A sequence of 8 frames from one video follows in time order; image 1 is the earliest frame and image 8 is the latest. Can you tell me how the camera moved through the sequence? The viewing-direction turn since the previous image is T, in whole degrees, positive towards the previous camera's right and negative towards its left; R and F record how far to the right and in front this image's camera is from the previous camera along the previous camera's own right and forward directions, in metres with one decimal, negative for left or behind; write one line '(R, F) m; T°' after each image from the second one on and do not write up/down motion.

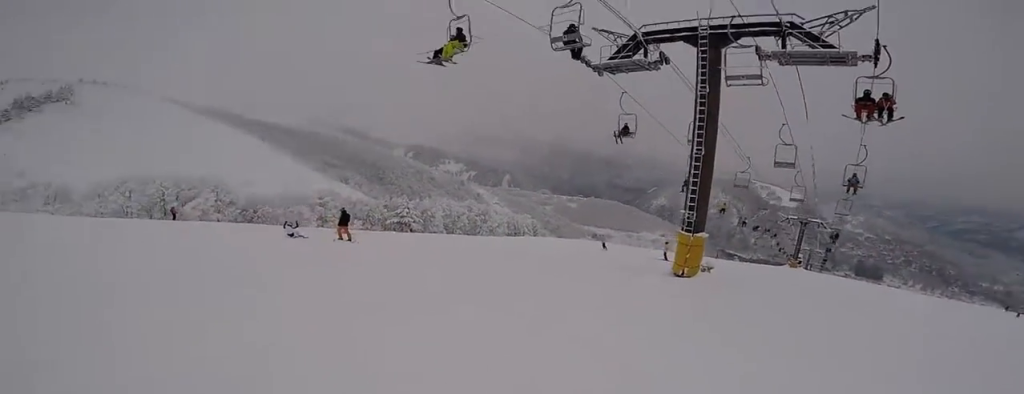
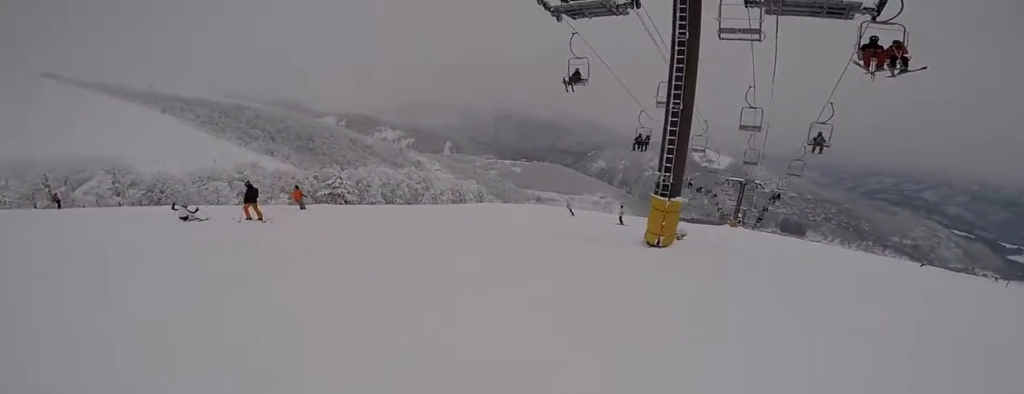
(0.0, +2.5) m; 0°
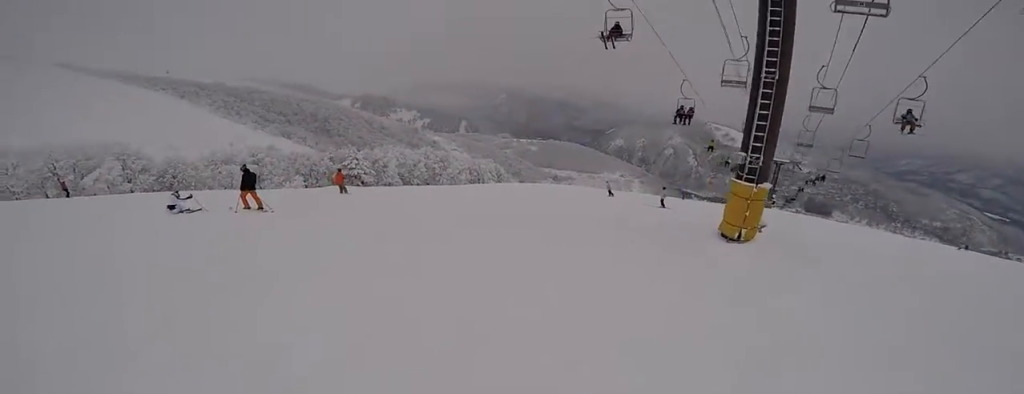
(0.0, +2.6) m; 0°
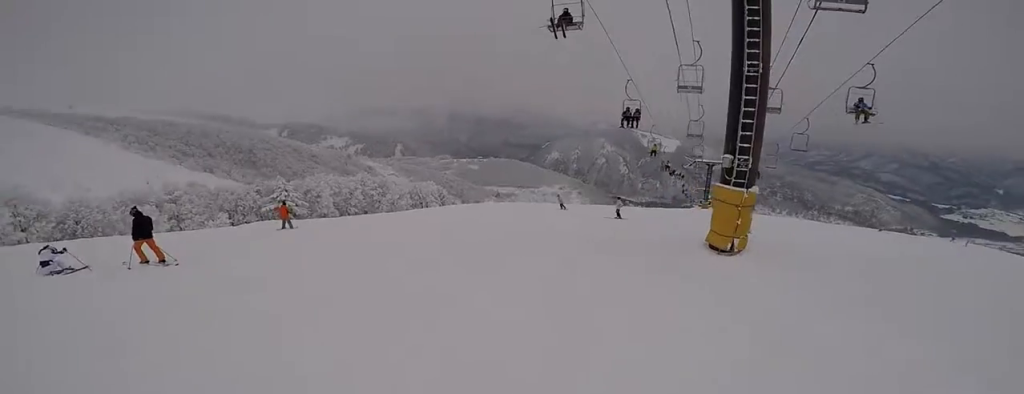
(0.0, +2.1) m; +7°
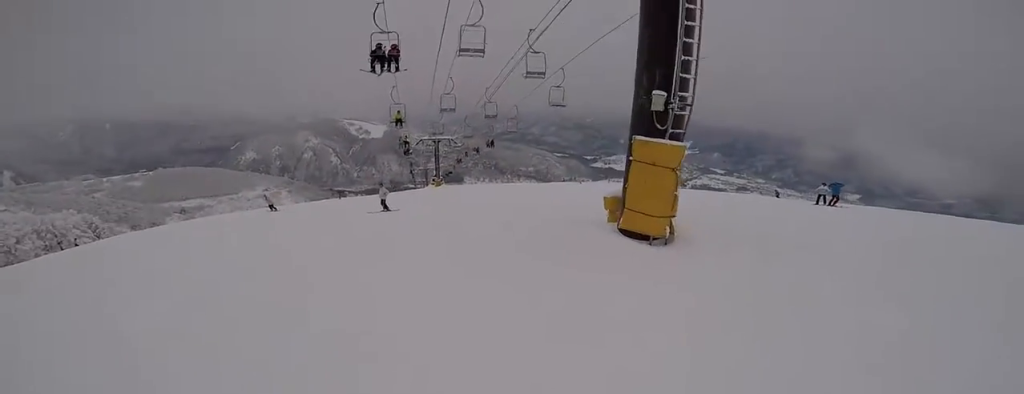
(+1.6, +5.6) m; +36°
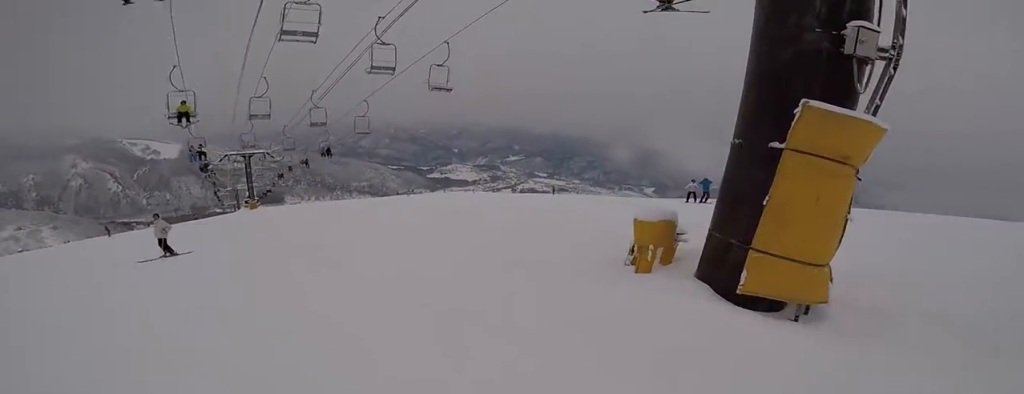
(+1.2, +4.8) m; +19°
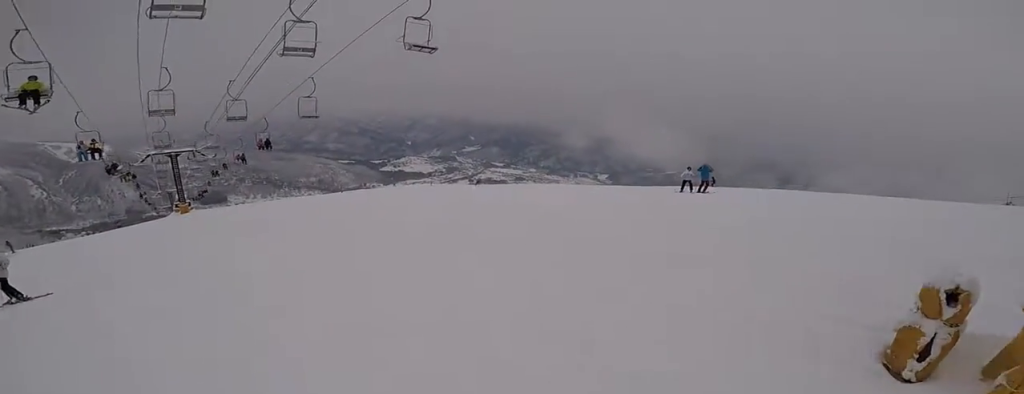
(+0.1, +3.4) m; +9°
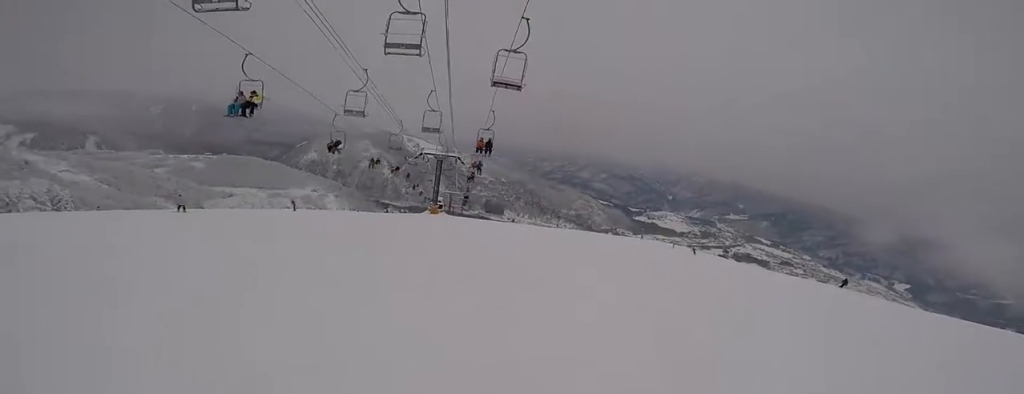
(+0.7, +9.0) m; -19°
